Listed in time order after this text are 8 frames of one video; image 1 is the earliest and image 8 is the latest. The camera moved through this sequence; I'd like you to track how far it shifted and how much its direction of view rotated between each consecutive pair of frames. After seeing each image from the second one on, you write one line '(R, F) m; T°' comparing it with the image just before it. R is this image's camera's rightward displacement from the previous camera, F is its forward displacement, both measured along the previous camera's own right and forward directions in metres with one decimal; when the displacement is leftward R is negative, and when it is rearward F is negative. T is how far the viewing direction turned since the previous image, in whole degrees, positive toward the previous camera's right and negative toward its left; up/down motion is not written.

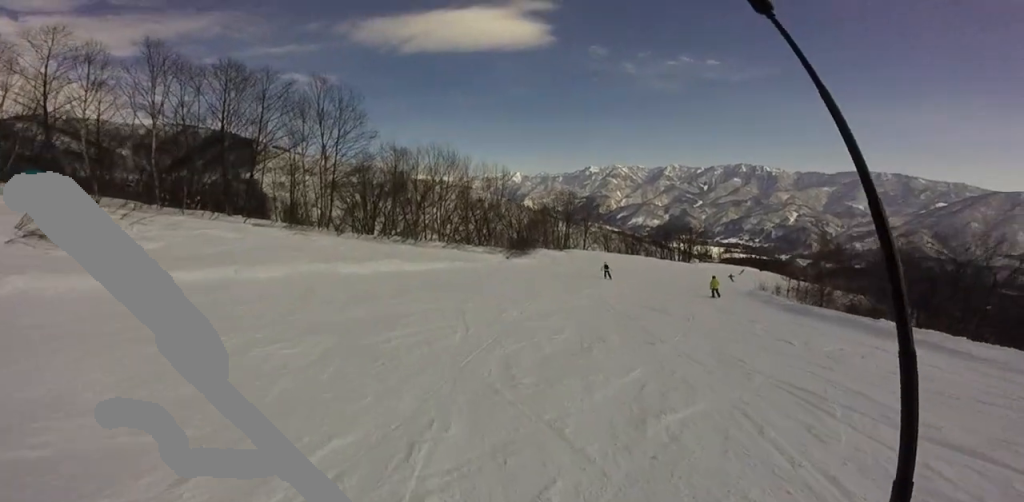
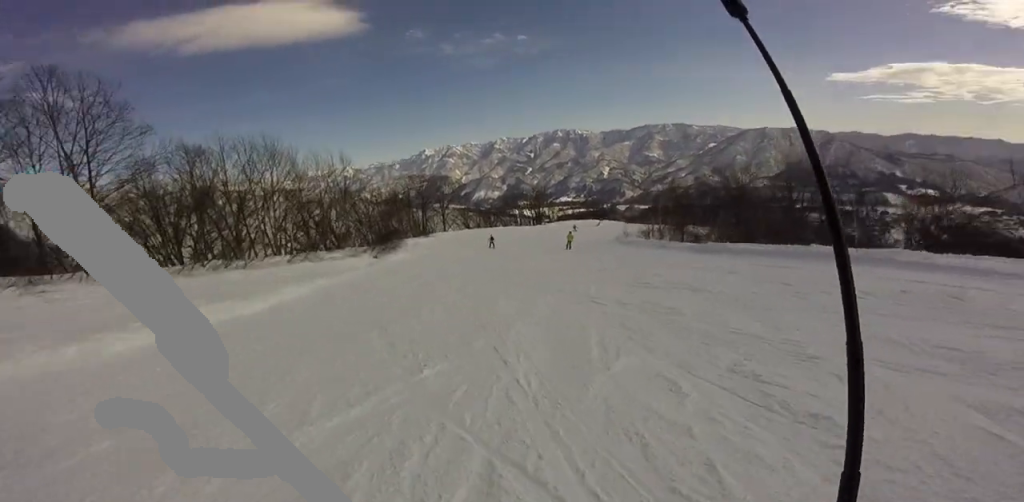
(+0.3, +5.3) m; +3°
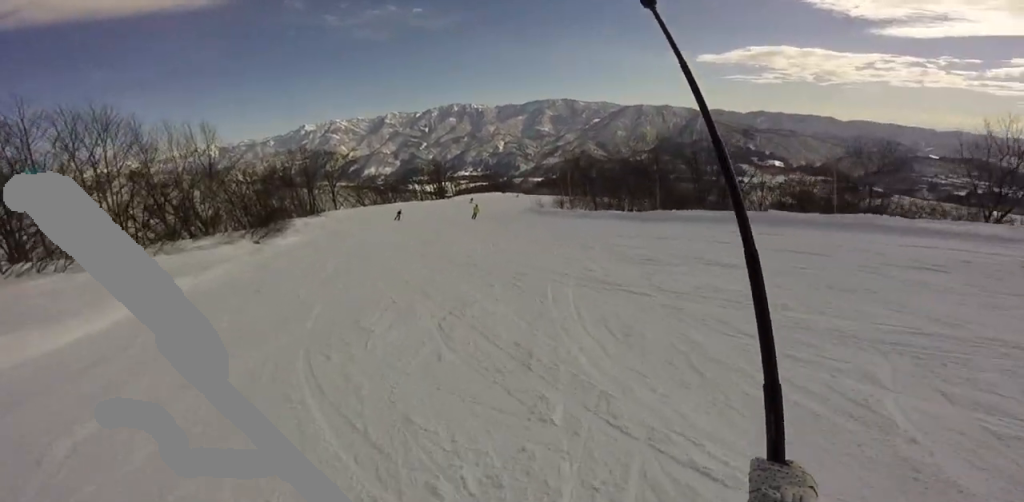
(0.0, +3.7) m; +5°
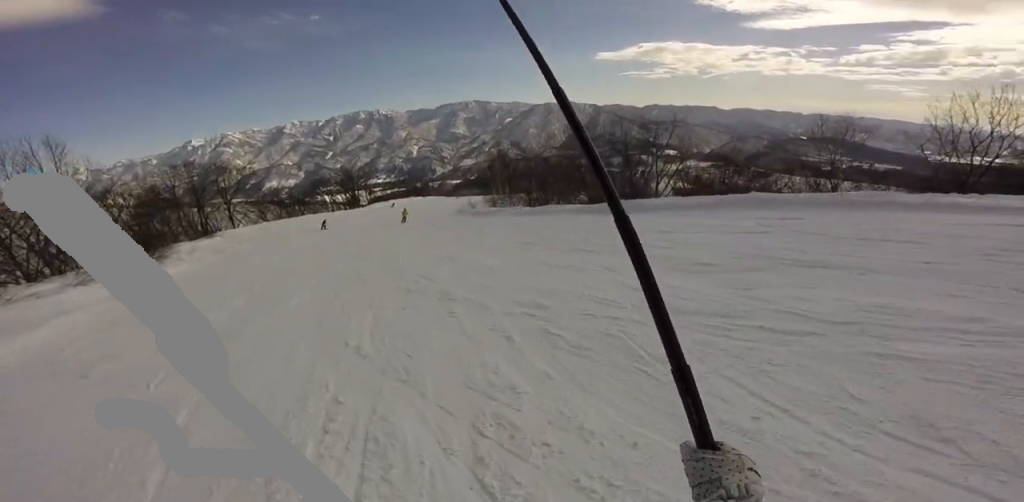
(-0.2, +3.3) m; +6°
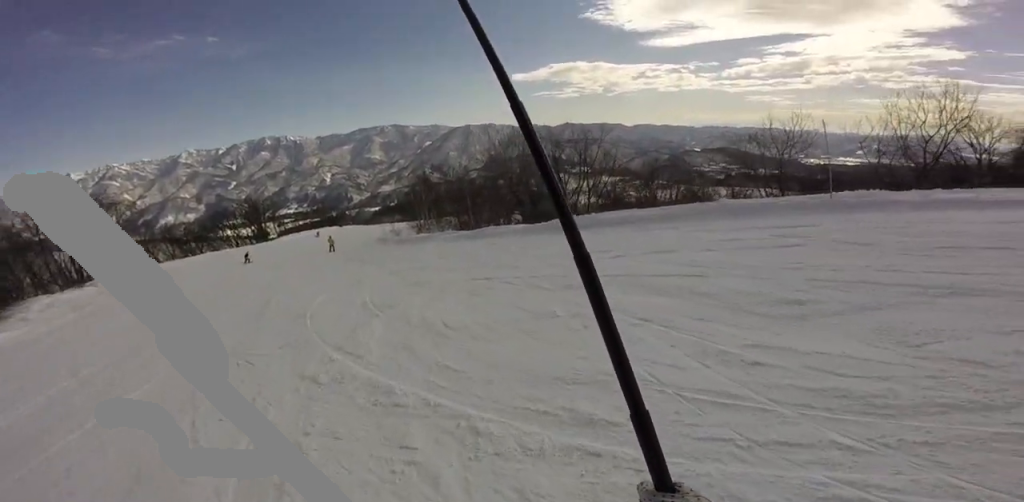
(+0.5, +2.9) m; +1°
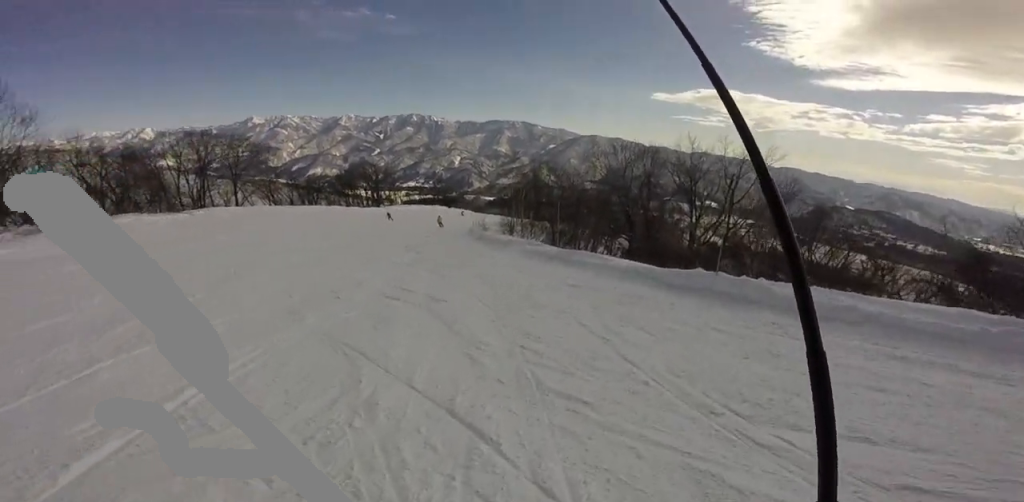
(-0.1, +6.0) m; -18°
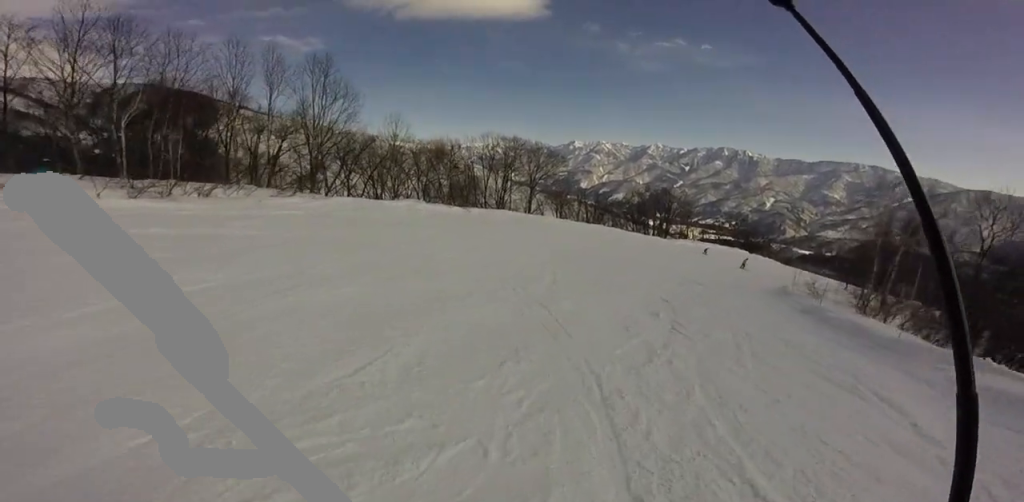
(-3.5, +9.0) m; -27°
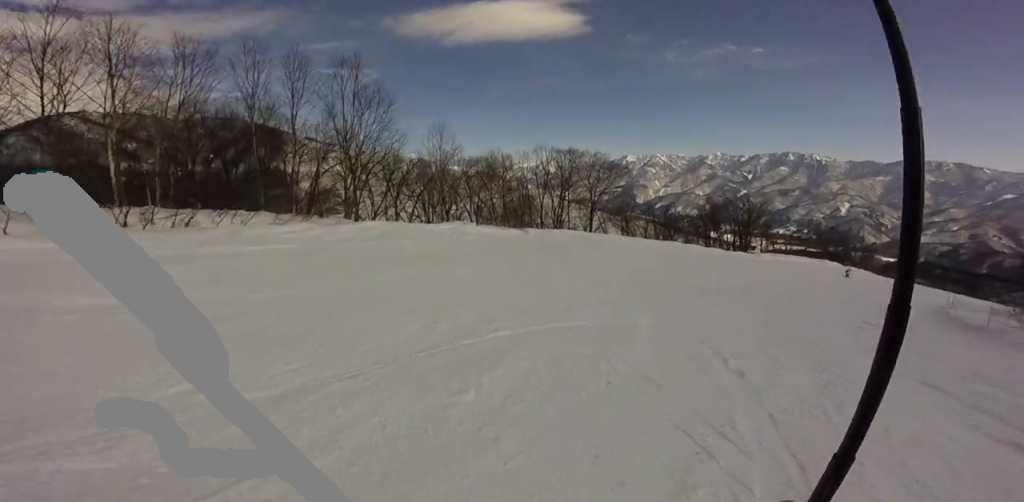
(0.0, +5.7) m; -3°
